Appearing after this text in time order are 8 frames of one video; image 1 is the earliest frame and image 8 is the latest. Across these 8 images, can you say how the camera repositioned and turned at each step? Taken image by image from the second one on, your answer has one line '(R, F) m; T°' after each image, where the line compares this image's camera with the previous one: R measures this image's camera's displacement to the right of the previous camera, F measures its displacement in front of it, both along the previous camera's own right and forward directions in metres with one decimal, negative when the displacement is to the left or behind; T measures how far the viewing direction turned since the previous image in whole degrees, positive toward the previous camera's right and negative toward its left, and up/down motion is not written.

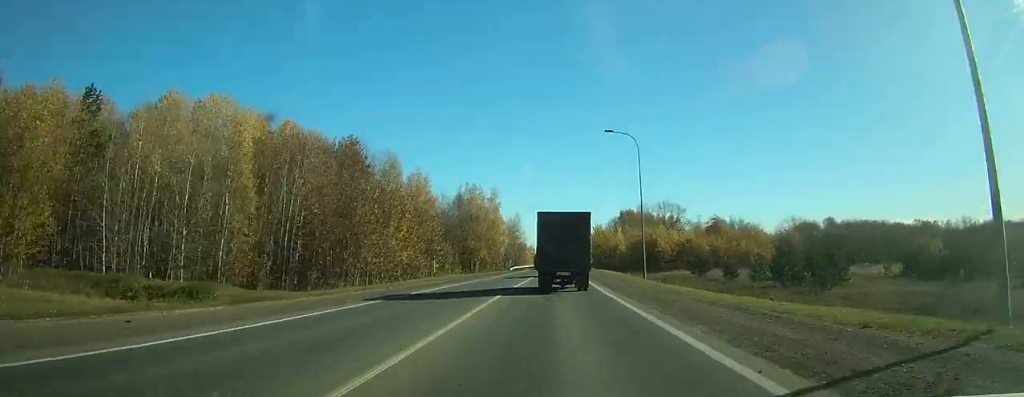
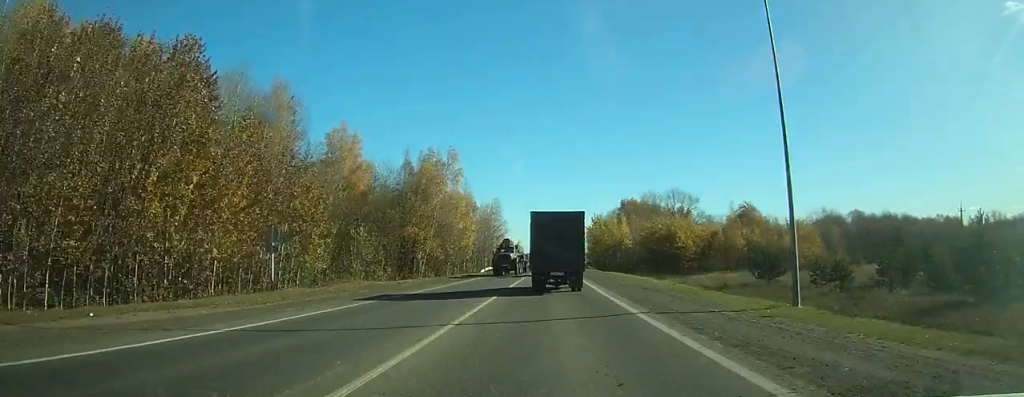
(+1.9, +31.5) m; -1°
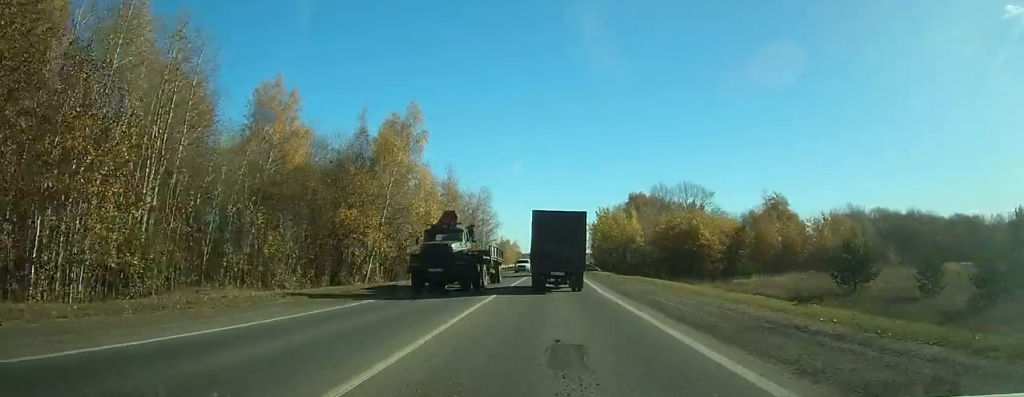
(+1.0, +17.4) m; -1°
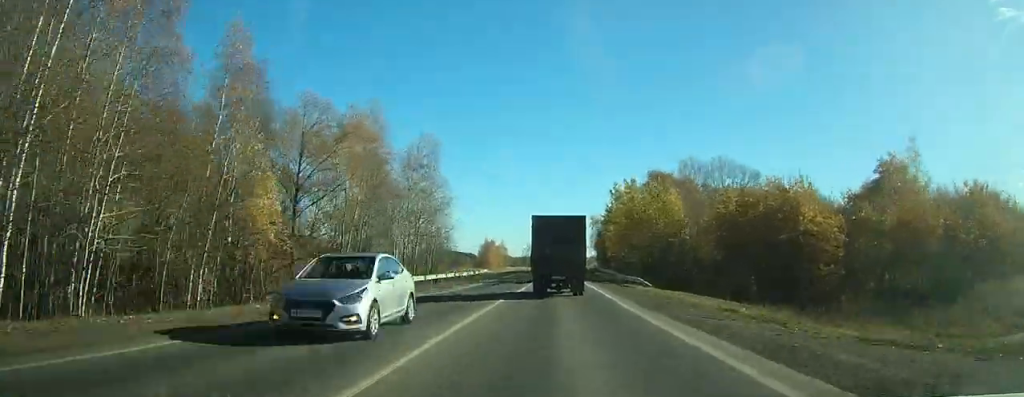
(-4.4, +42.8) m; -2°
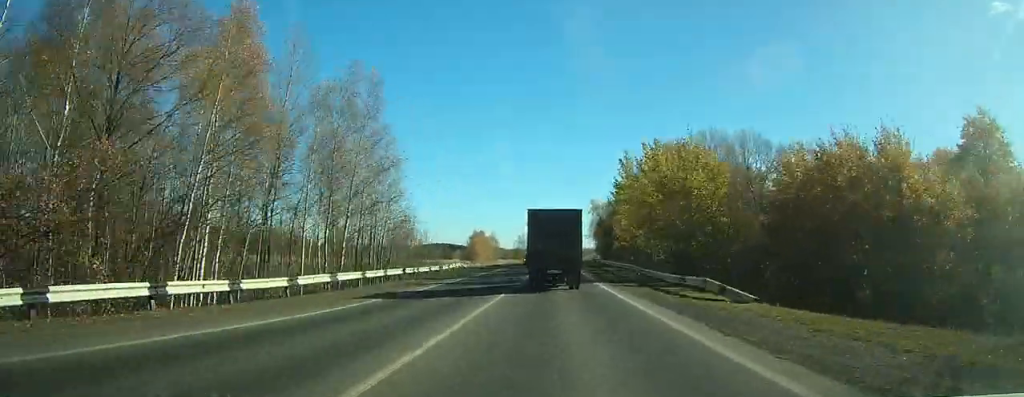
(+1.1, +18.5) m; +2°
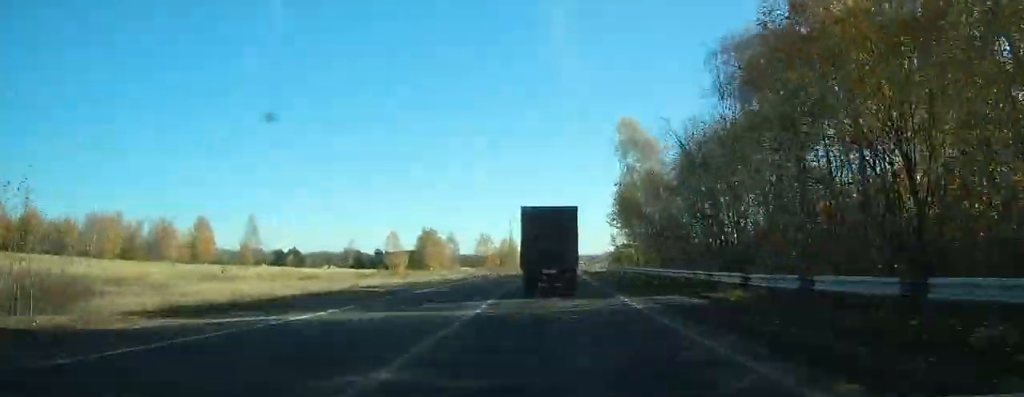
(+3.4, +70.9) m; +3°
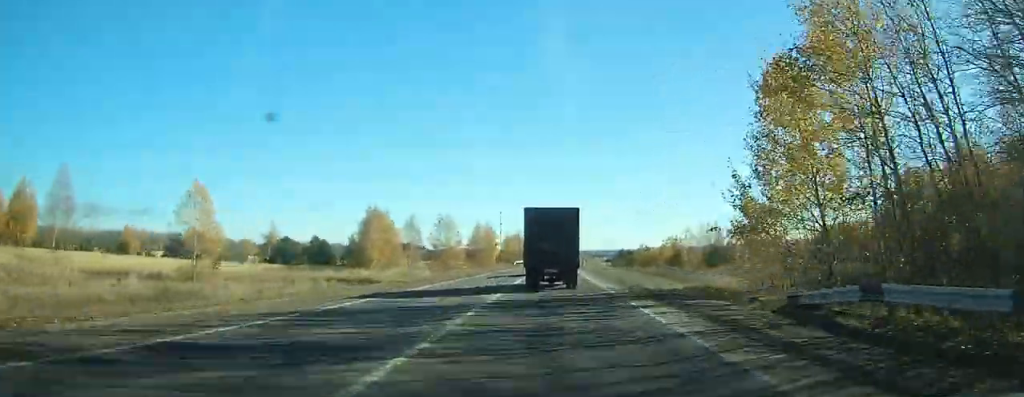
(0.0, +51.5) m; +1°
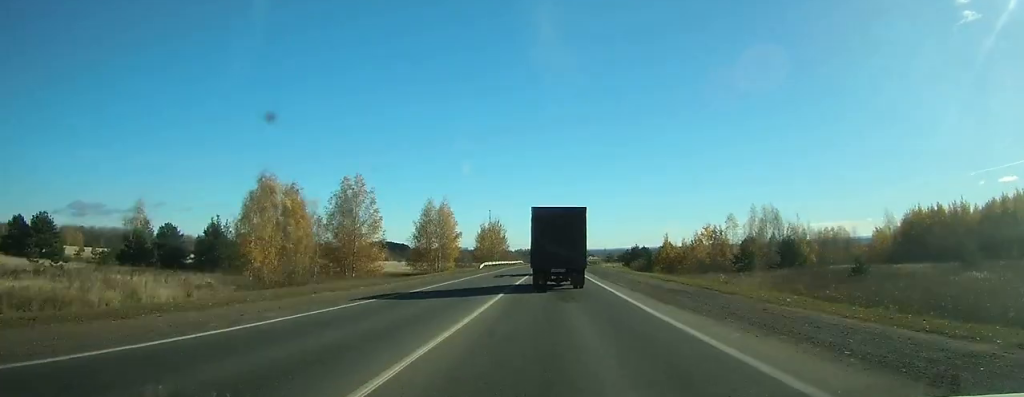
(+0.7, +45.5) m; +2°
